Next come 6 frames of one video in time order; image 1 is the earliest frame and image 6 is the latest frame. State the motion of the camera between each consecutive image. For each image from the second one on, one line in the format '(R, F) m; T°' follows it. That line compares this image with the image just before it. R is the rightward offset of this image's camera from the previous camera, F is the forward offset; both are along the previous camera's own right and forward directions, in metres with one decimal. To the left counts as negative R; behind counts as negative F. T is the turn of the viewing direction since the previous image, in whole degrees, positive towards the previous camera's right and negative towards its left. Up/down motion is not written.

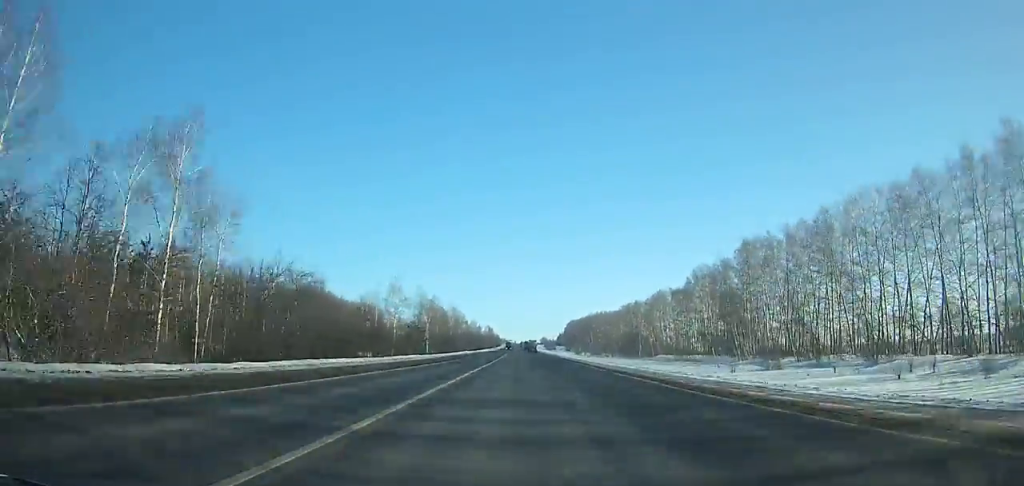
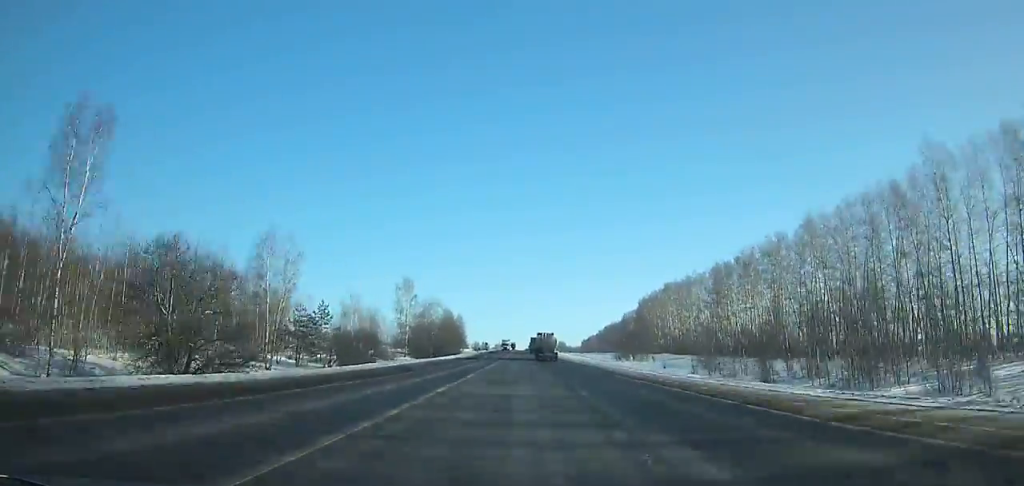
(-0.3, +346.7) m; 0°
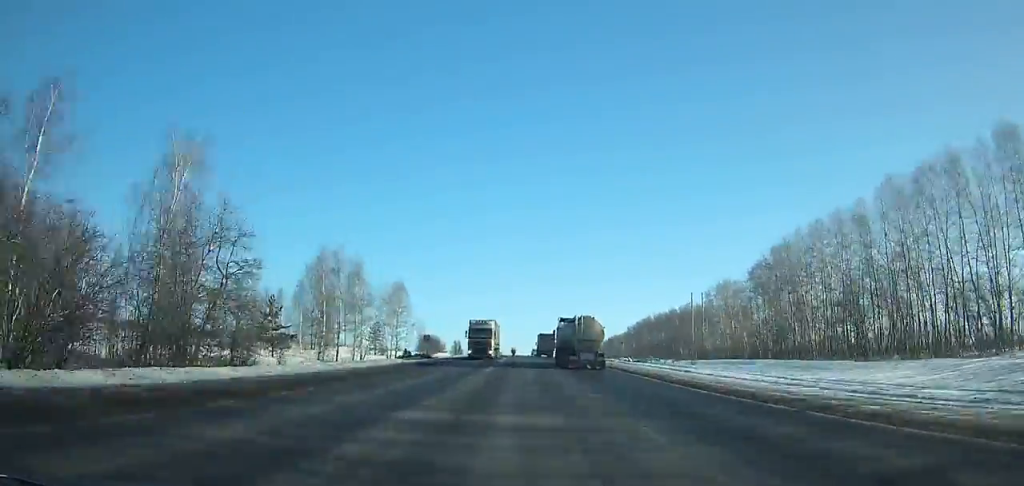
(+0.5, +129.3) m; 0°
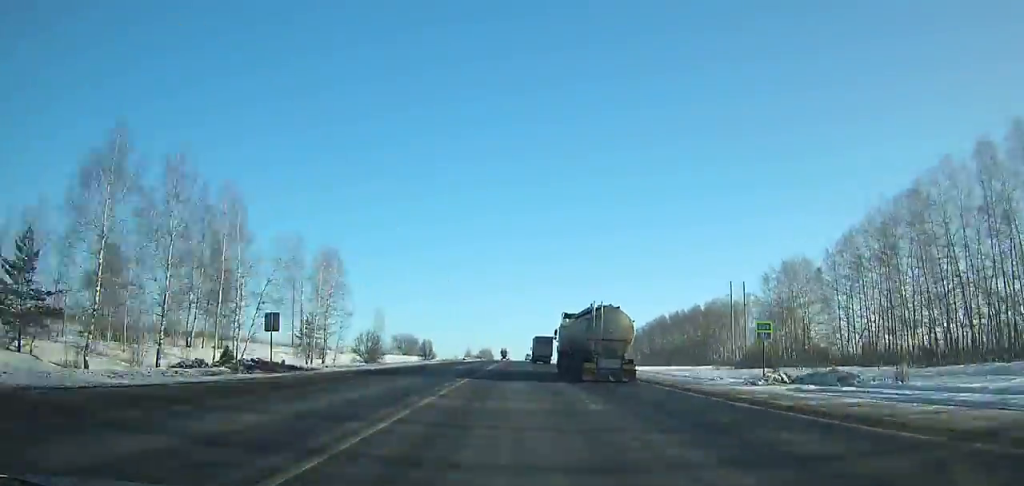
(+0.2, +43.7) m; 0°
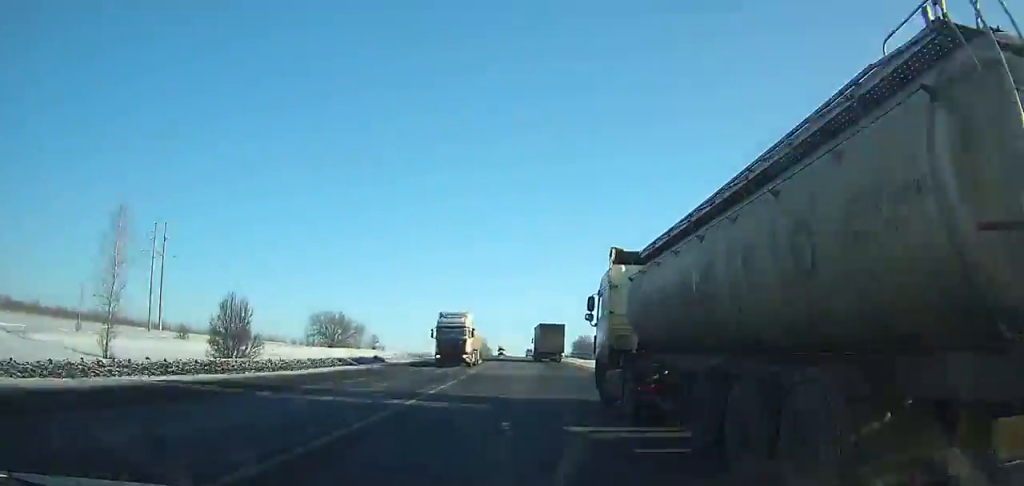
(-0.5, +84.3) m; 0°
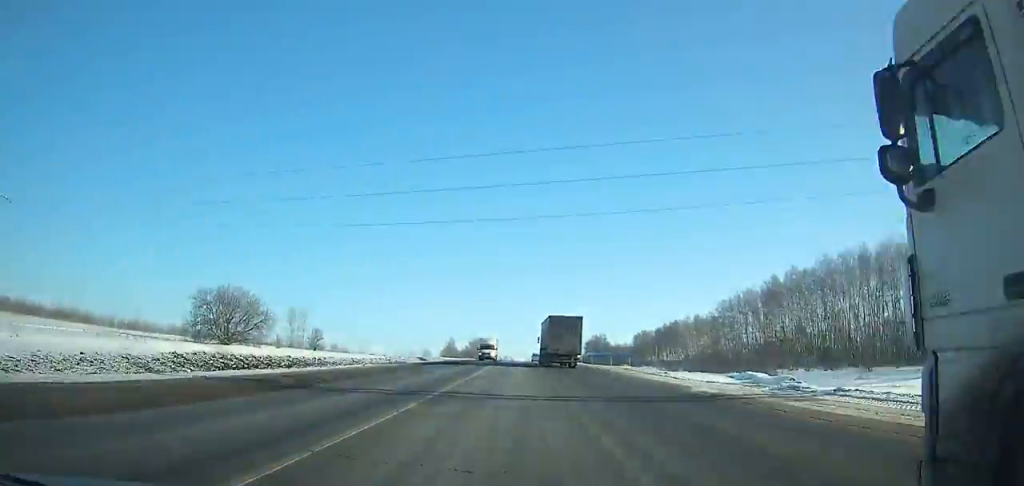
(0.0, +49.2) m; 0°
